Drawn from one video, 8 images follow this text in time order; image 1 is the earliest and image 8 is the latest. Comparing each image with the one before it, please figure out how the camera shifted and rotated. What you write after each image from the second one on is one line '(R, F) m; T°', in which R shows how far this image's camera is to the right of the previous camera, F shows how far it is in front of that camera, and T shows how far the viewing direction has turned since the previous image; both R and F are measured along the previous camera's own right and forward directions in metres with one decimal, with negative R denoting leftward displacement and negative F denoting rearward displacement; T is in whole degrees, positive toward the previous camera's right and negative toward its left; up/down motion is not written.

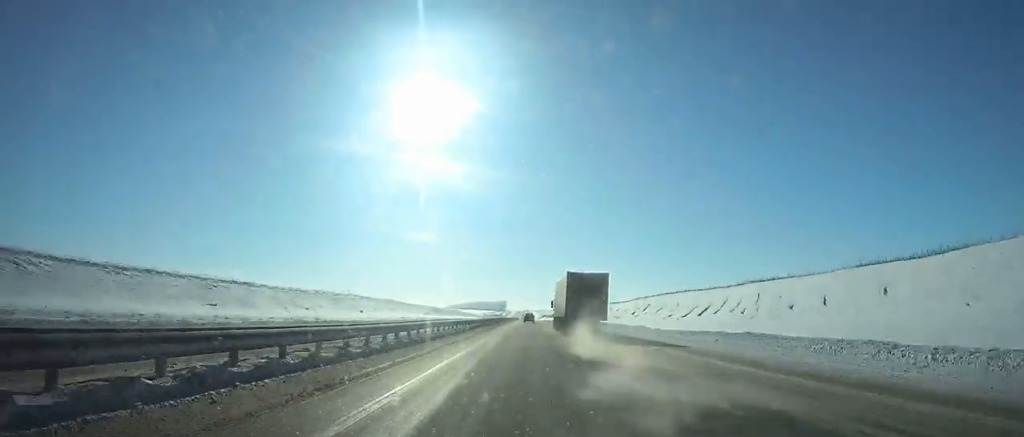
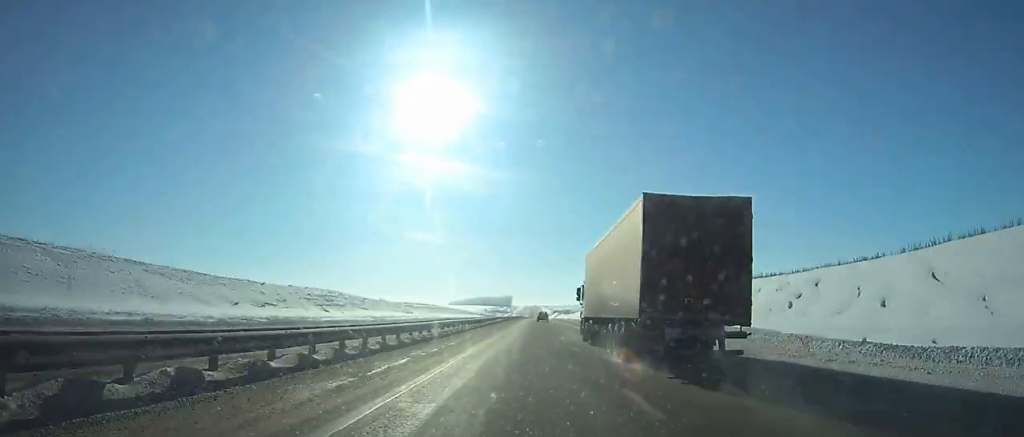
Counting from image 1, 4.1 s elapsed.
(+0.1, +122.3) m; 0°
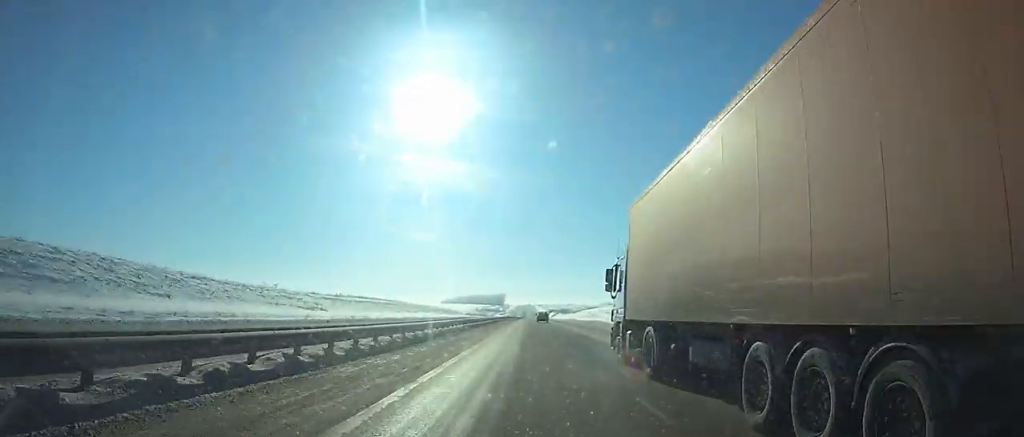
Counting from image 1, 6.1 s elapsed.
(0.0, +60.5) m; 0°
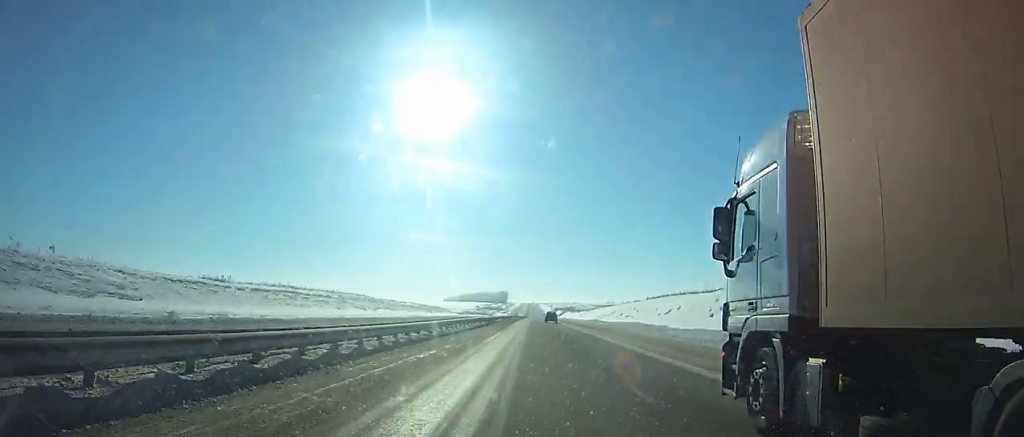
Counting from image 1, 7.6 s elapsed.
(0.0, +45.8) m; 0°
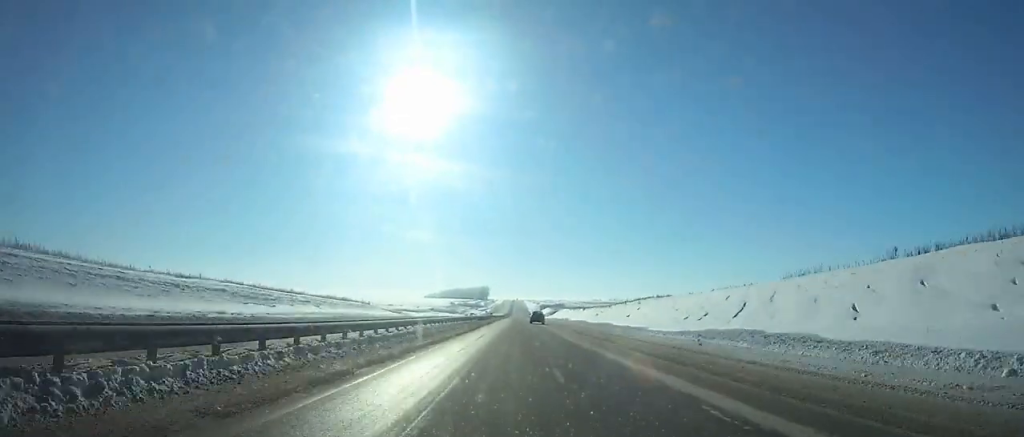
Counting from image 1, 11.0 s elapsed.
(+0.5, +103.9) m; +1°
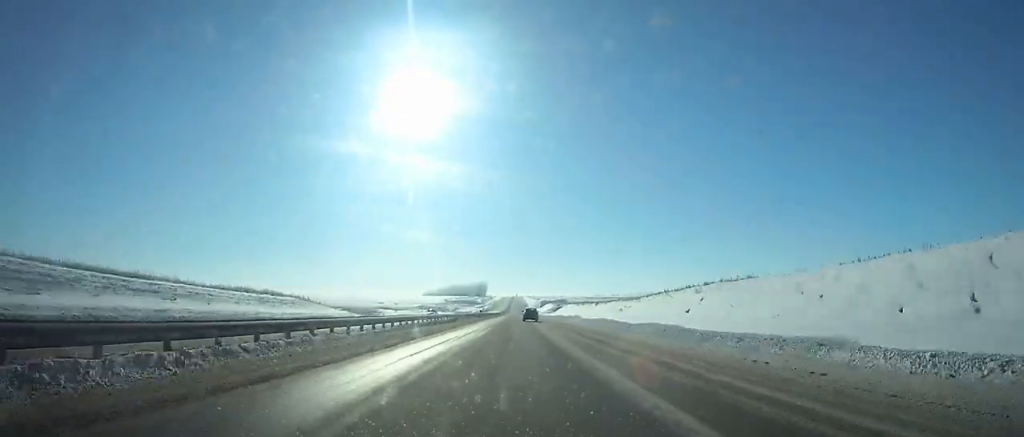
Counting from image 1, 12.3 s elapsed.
(+0.1, +39.6) m; 0°
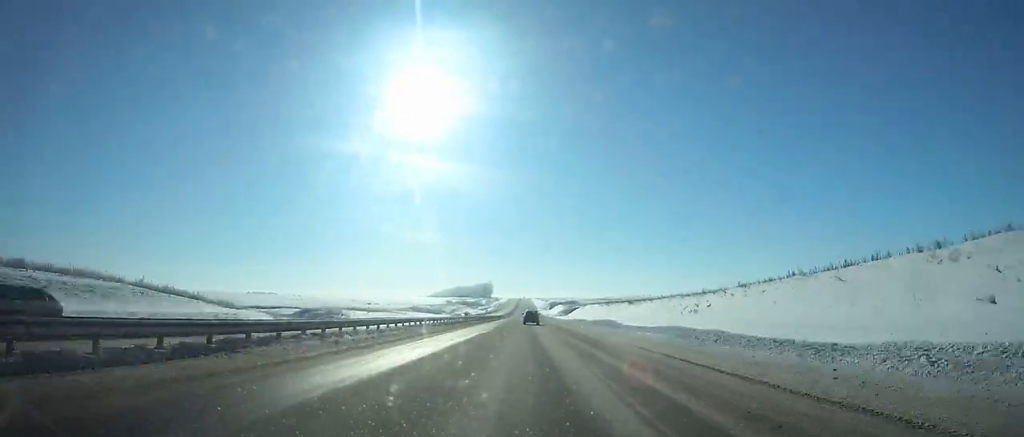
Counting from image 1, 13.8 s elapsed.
(+0.3, +45.4) m; 0°
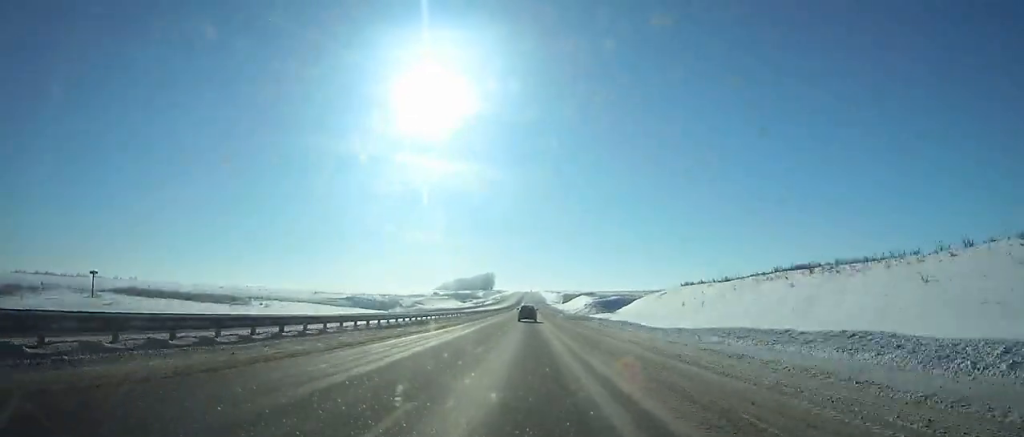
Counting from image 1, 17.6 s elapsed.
(-0.6, +112.9) m; -1°
